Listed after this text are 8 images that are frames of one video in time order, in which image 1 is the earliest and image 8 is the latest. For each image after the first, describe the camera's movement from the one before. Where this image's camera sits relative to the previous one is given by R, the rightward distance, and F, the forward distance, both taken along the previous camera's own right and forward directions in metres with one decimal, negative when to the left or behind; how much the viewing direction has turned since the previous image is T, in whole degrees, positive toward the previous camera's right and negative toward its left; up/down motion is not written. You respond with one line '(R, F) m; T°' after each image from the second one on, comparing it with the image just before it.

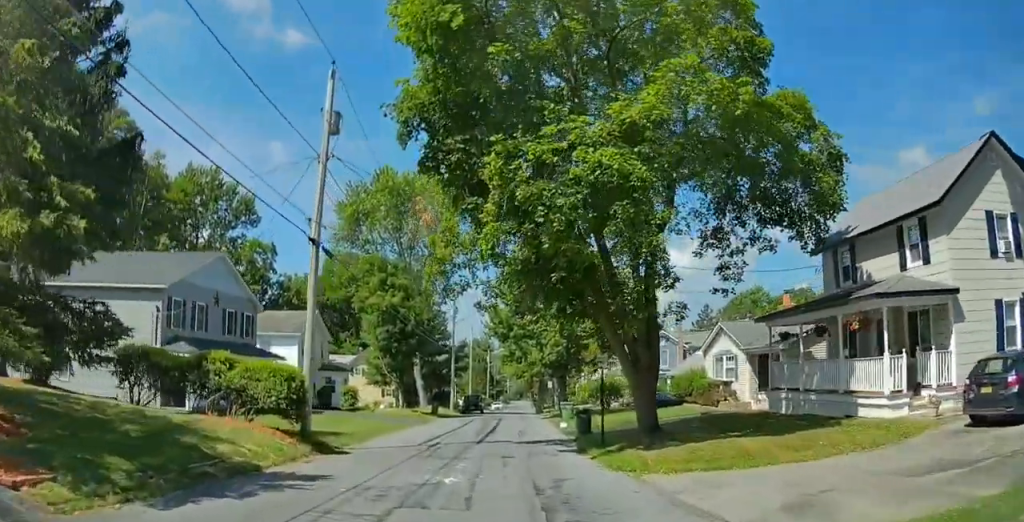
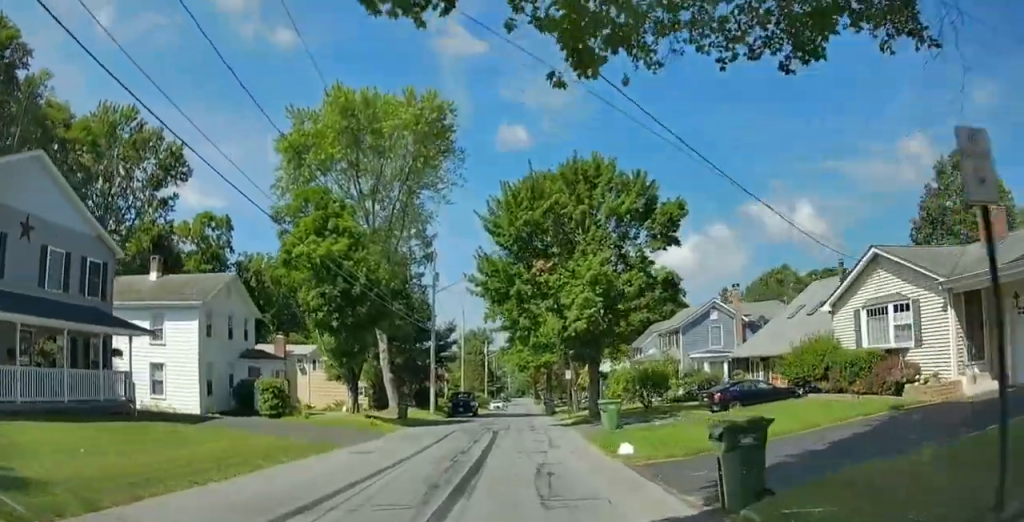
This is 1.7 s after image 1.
(-2.7, +14.2) m; -23°
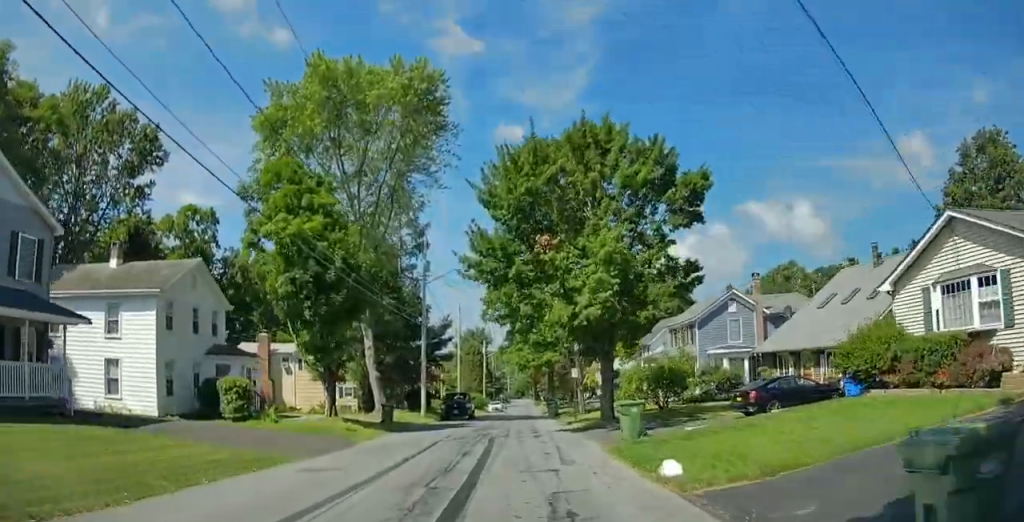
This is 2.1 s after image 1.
(+0.1, +4.3) m; +1°
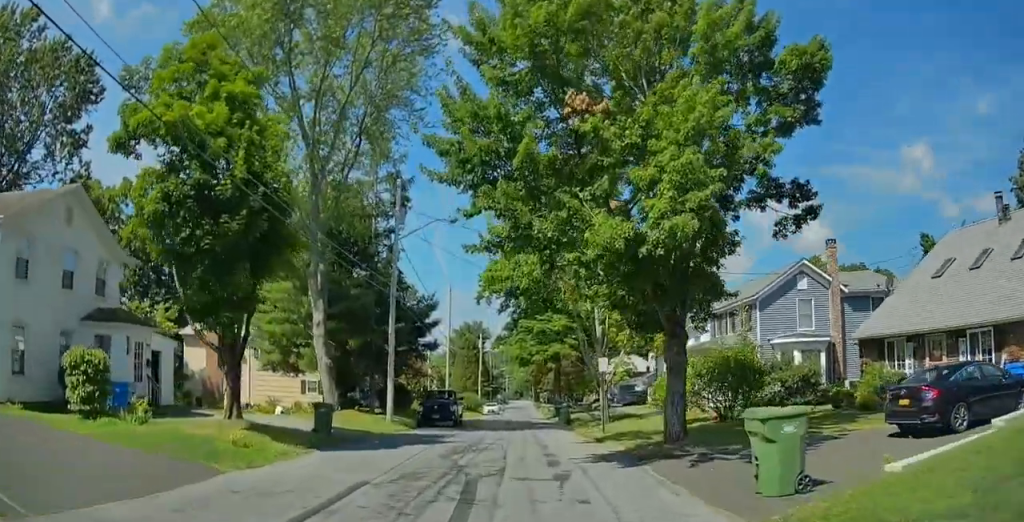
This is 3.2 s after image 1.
(+1.2, +10.1) m; +8°
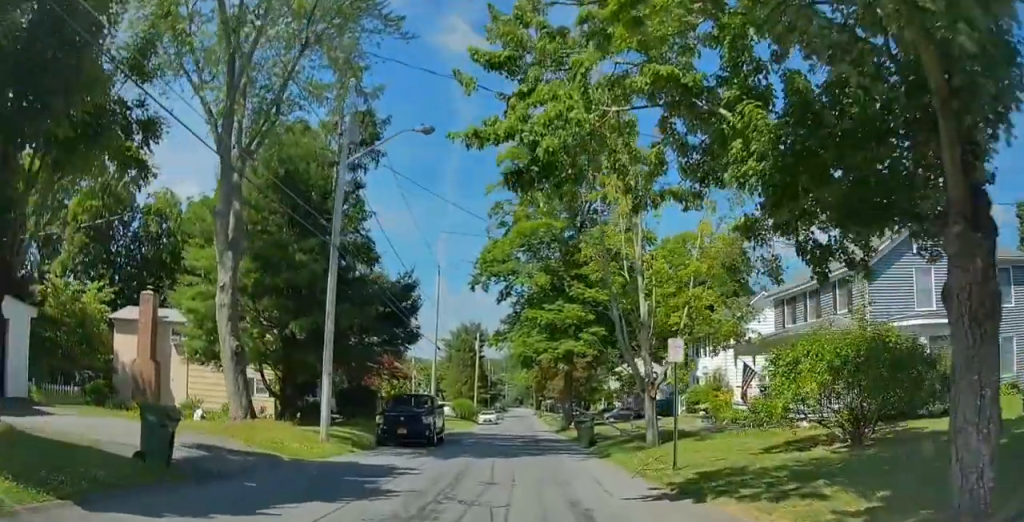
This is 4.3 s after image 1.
(+0.3, +9.7) m; +4°
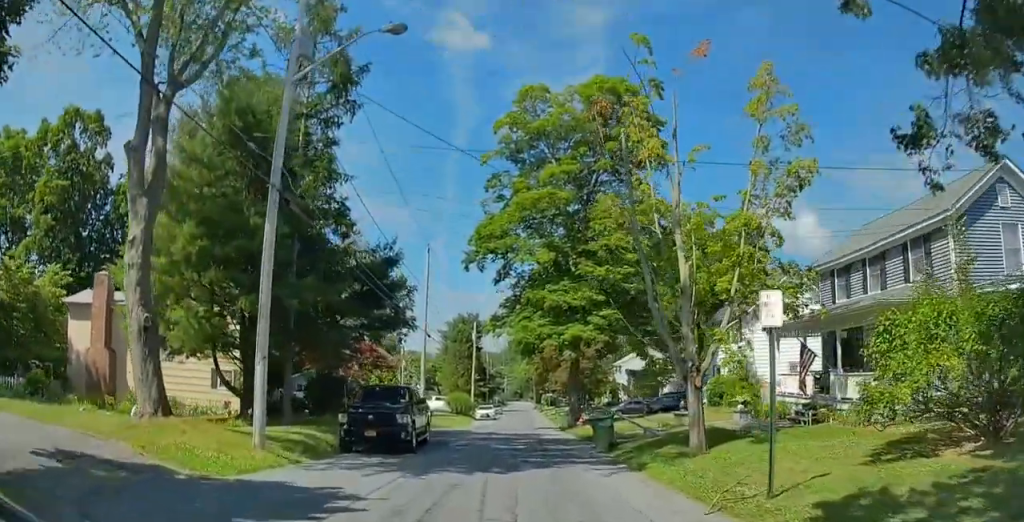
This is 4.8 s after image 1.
(+0.1, +4.6) m; +2°
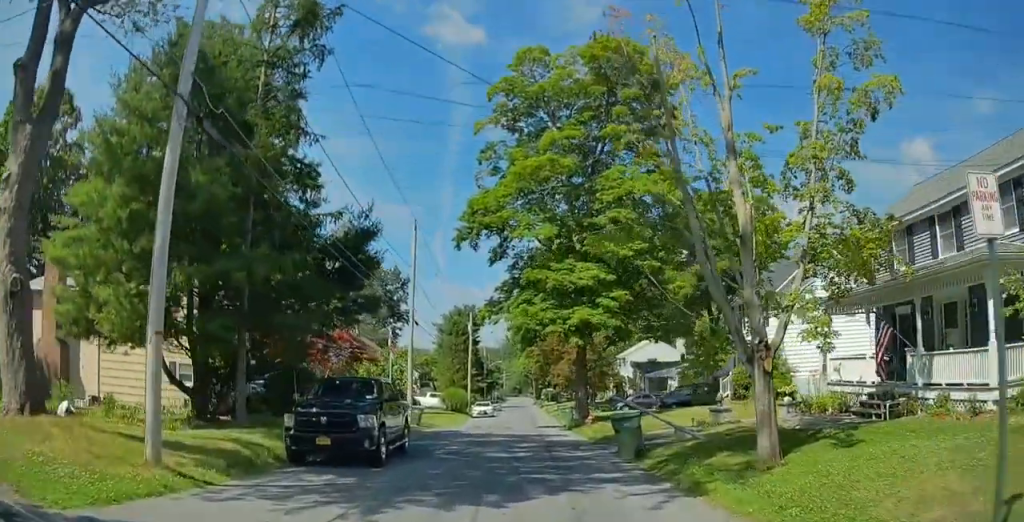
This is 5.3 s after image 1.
(+0.1, +4.3) m; 0°
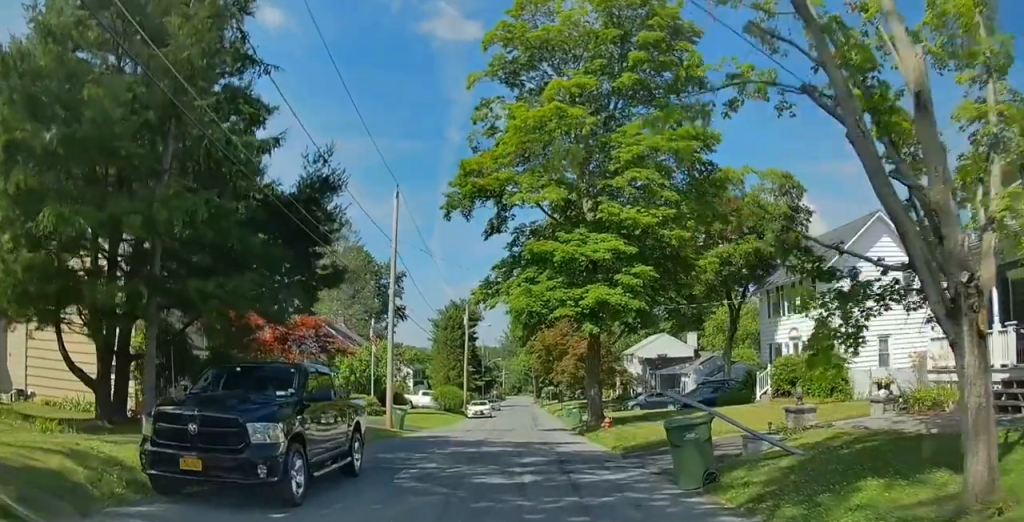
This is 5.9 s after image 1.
(+0.1, +5.2) m; 0°
